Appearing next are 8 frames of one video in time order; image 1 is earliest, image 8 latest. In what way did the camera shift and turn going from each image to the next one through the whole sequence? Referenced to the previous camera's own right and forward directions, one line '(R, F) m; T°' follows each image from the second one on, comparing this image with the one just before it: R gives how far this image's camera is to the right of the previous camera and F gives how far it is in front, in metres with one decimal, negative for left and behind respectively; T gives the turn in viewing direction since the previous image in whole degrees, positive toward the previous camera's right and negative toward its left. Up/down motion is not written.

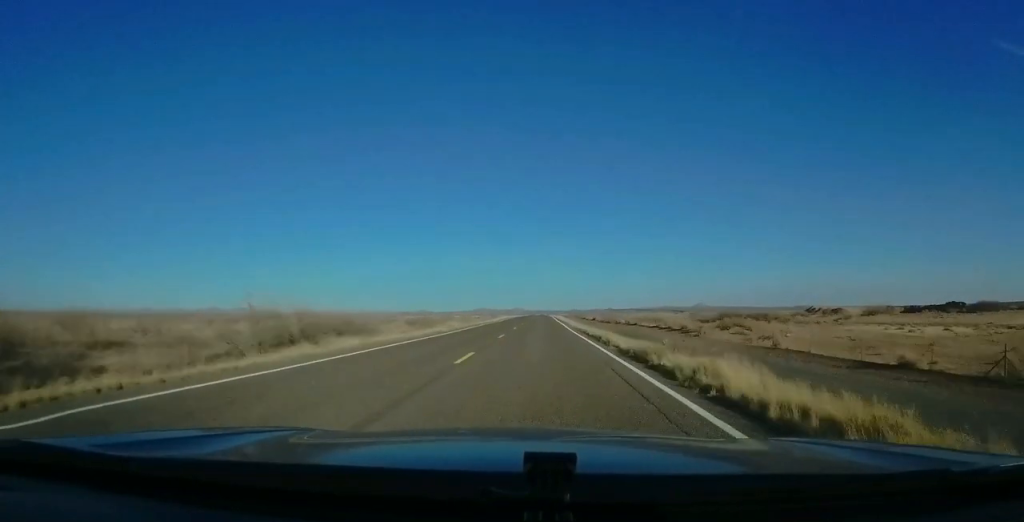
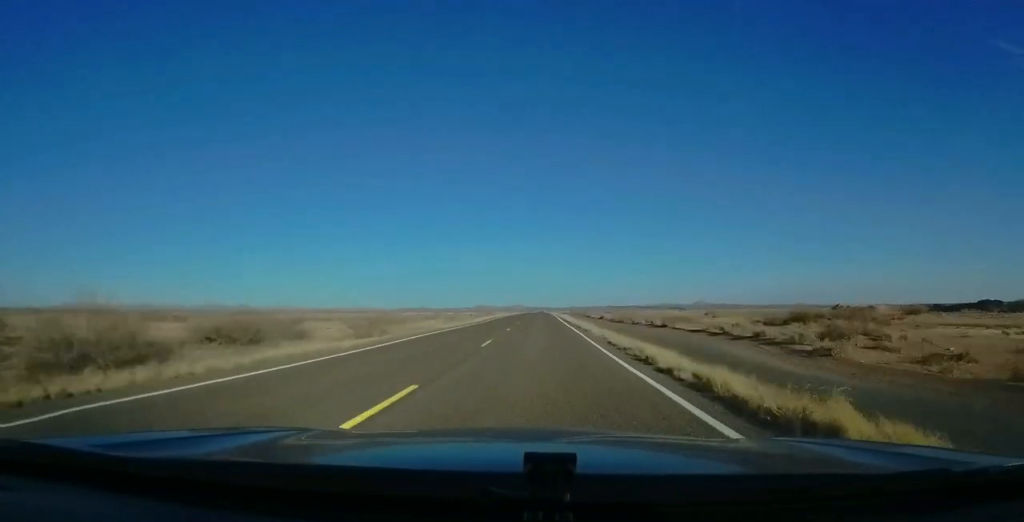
(0.0, +19.2) m; 0°
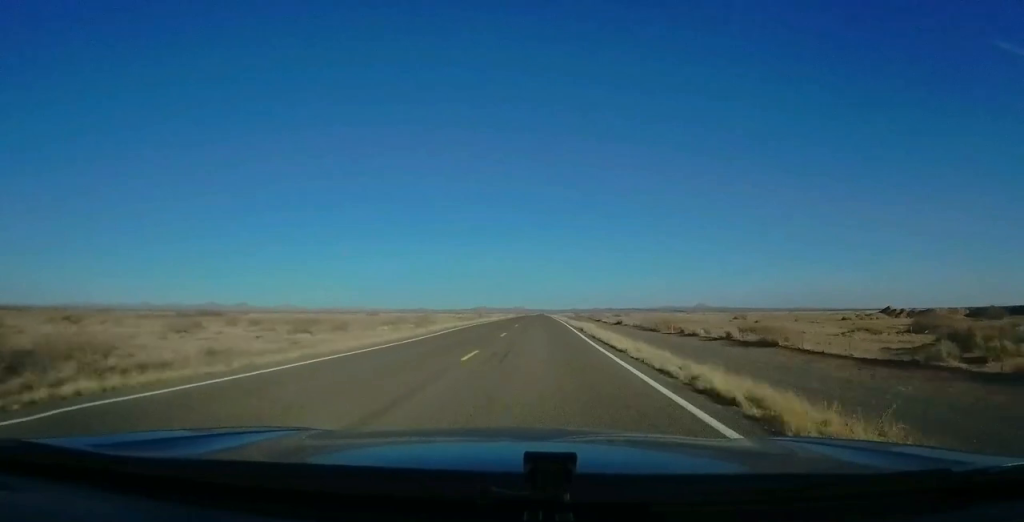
(0.0, +28.8) m; 0°
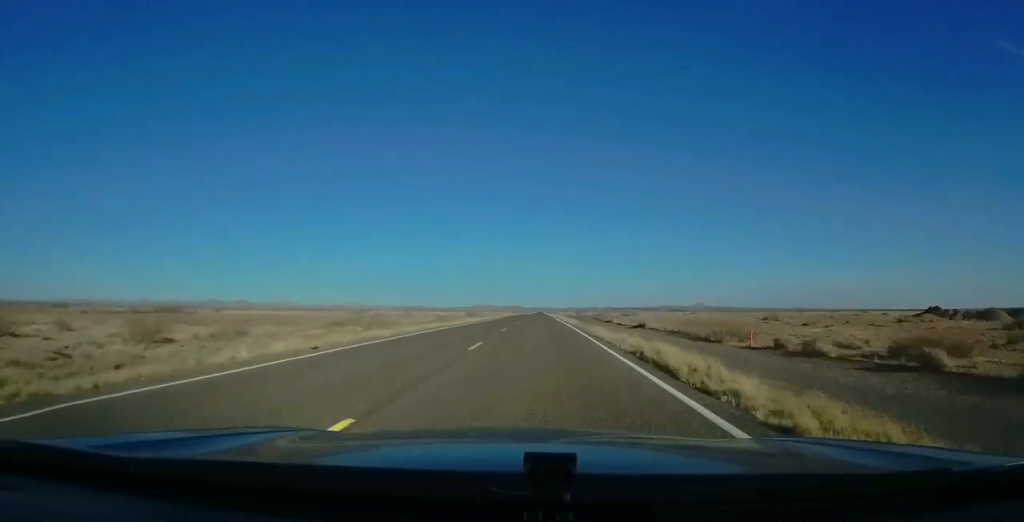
(0.0, +23.1) m; +1°
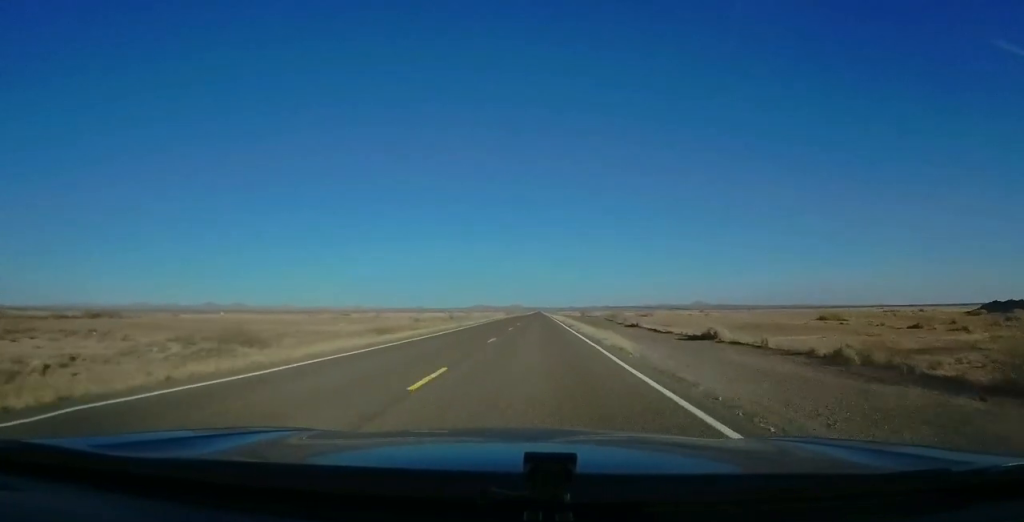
(+0.3, +30.8) m; -1°
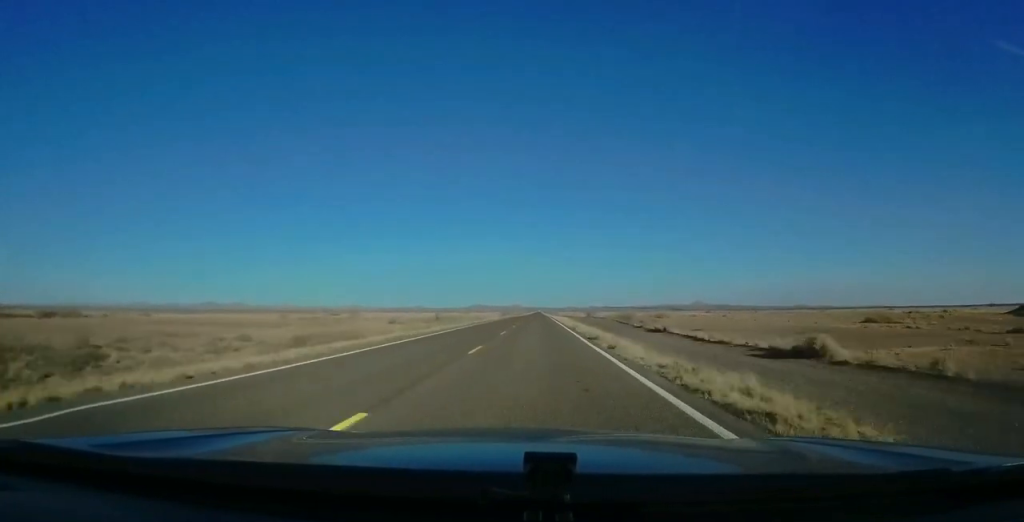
(-0.1, +17.4) m; -1°
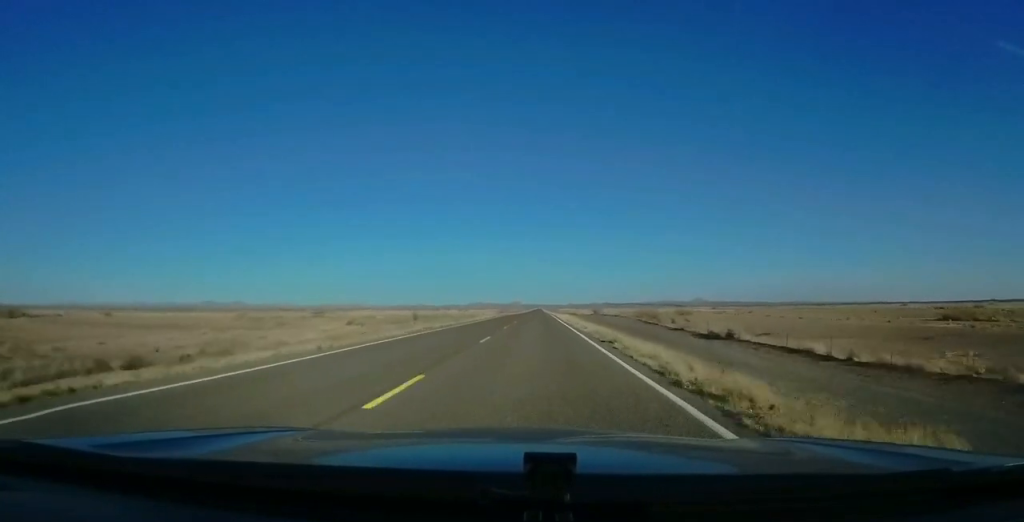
(-0.4, +21.3) m; 0°
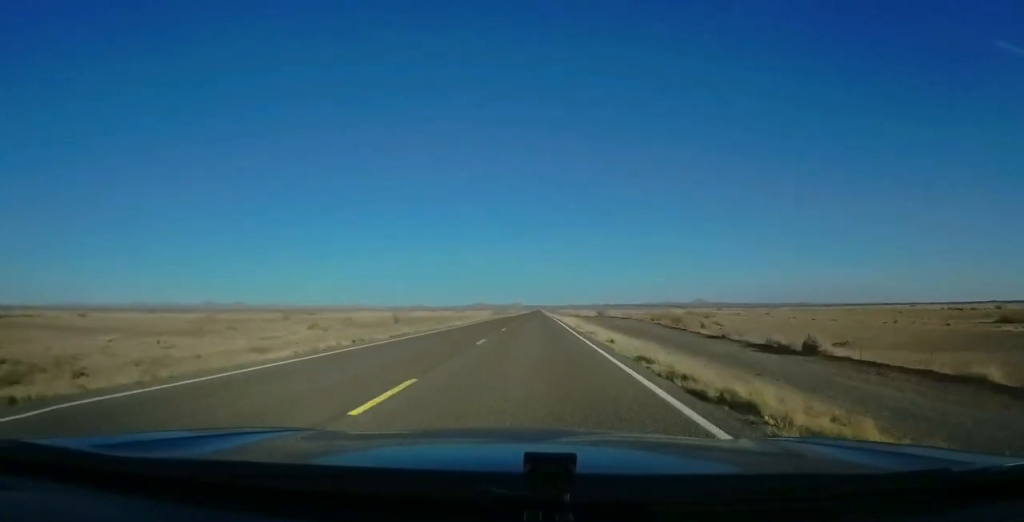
(-0.3, +12.6) m; 0°
